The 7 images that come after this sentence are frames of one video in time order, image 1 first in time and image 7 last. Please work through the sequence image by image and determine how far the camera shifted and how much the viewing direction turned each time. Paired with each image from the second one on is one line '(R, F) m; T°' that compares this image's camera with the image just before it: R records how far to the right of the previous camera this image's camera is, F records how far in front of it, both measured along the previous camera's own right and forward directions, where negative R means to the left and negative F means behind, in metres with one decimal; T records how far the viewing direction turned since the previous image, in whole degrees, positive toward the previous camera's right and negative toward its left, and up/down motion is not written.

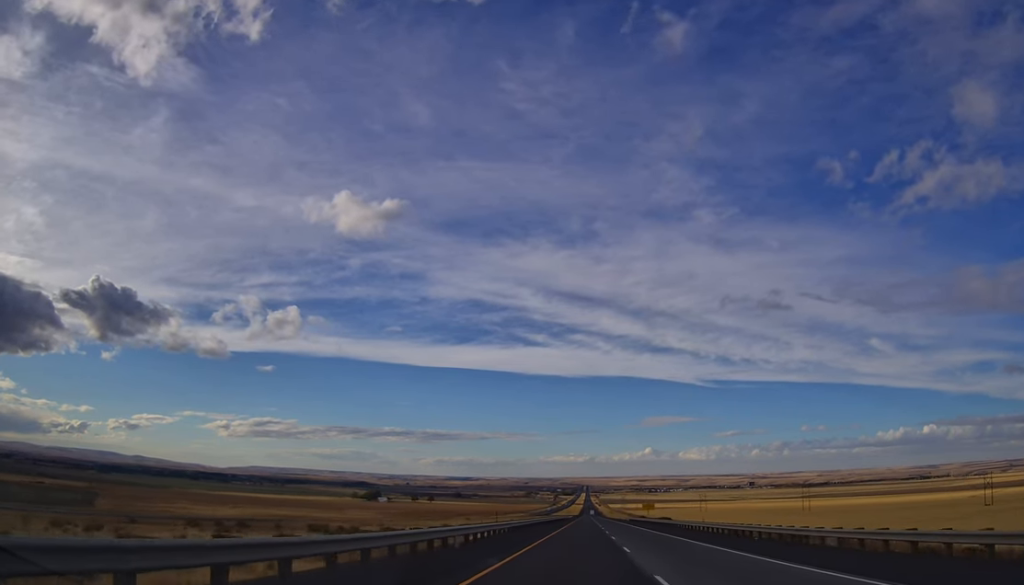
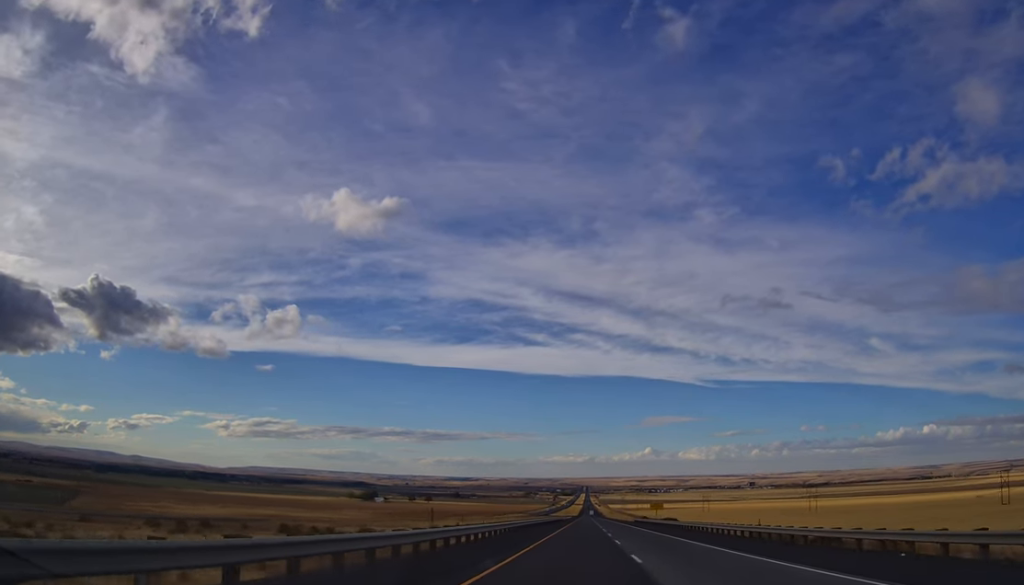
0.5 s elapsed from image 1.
(-0.4, +16.8) m; 0°
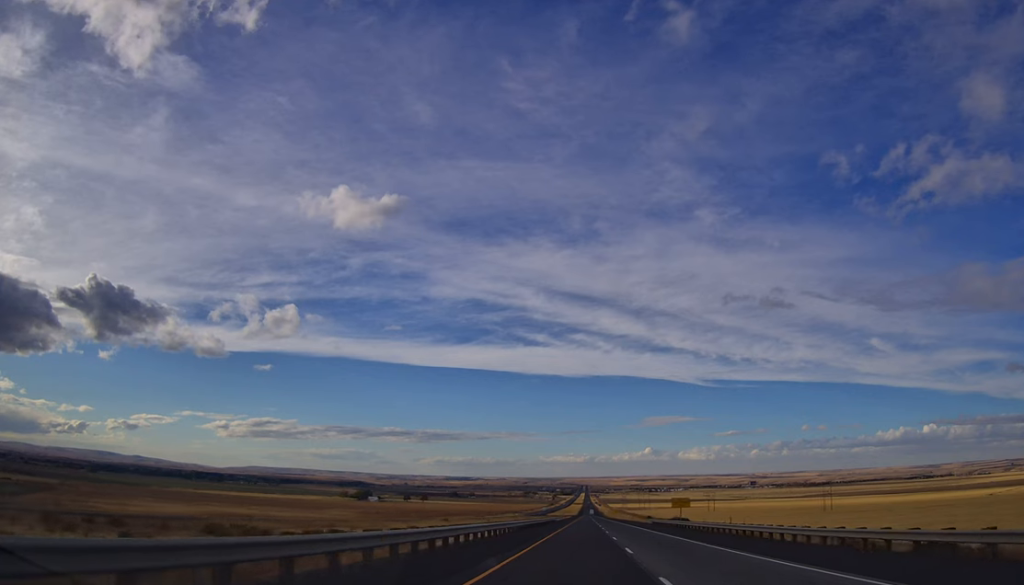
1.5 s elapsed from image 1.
(+0.2, +32.6) m; +1°
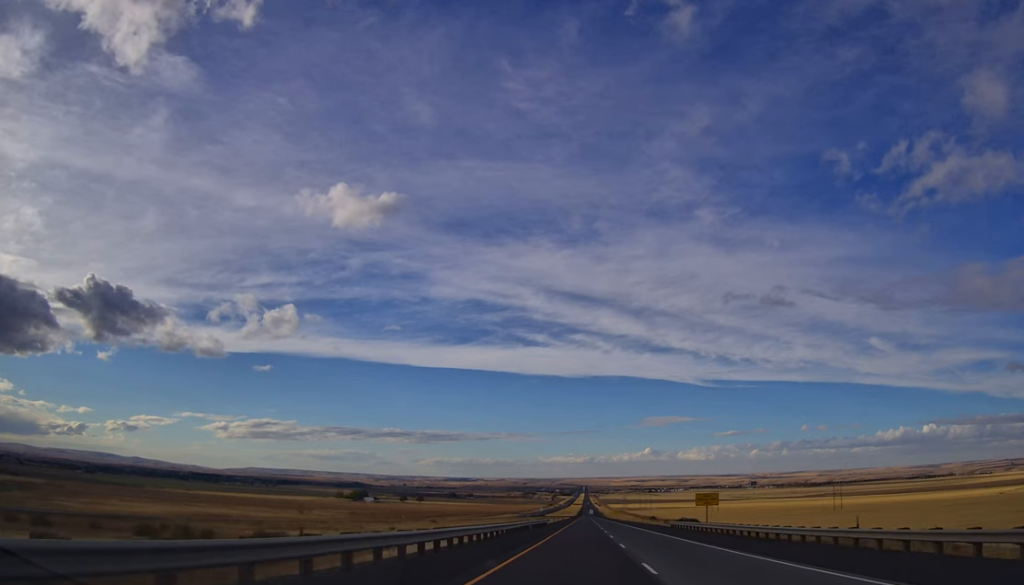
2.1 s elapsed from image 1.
(+0.1, +20.2) m; 0°
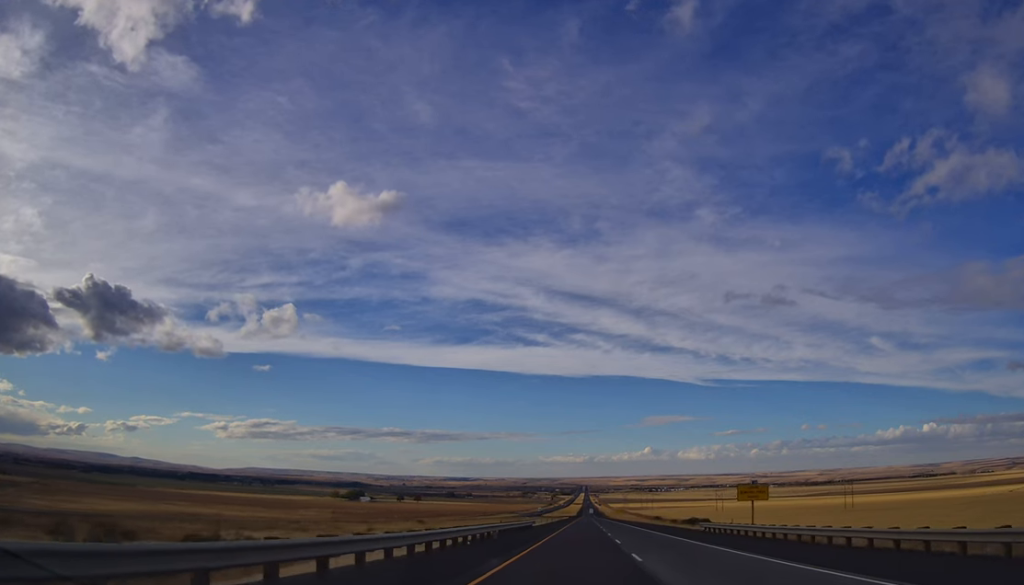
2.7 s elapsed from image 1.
(0.0, +20.2) m; 0°
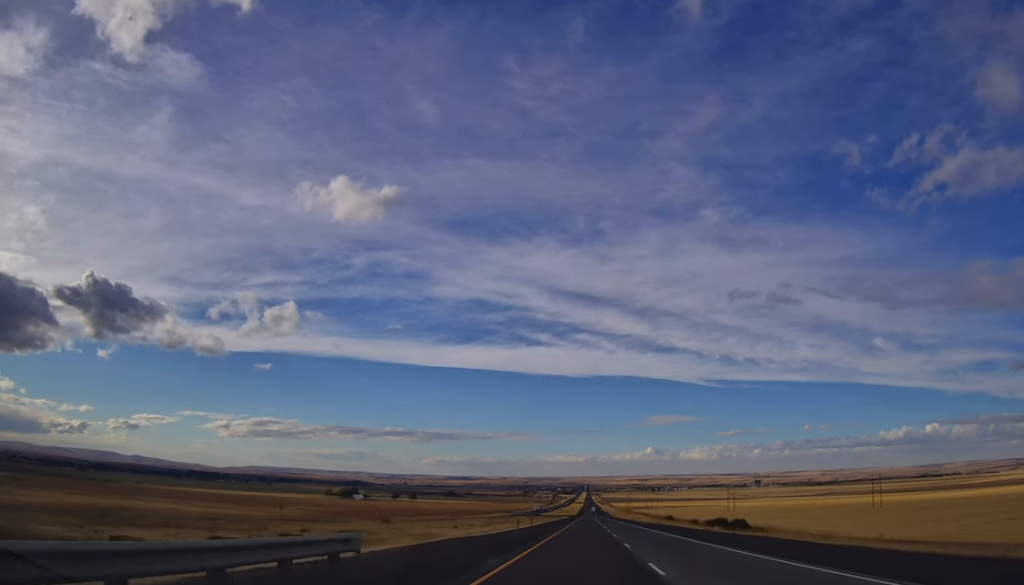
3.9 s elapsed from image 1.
(-0.2, +41.6) m; 0°
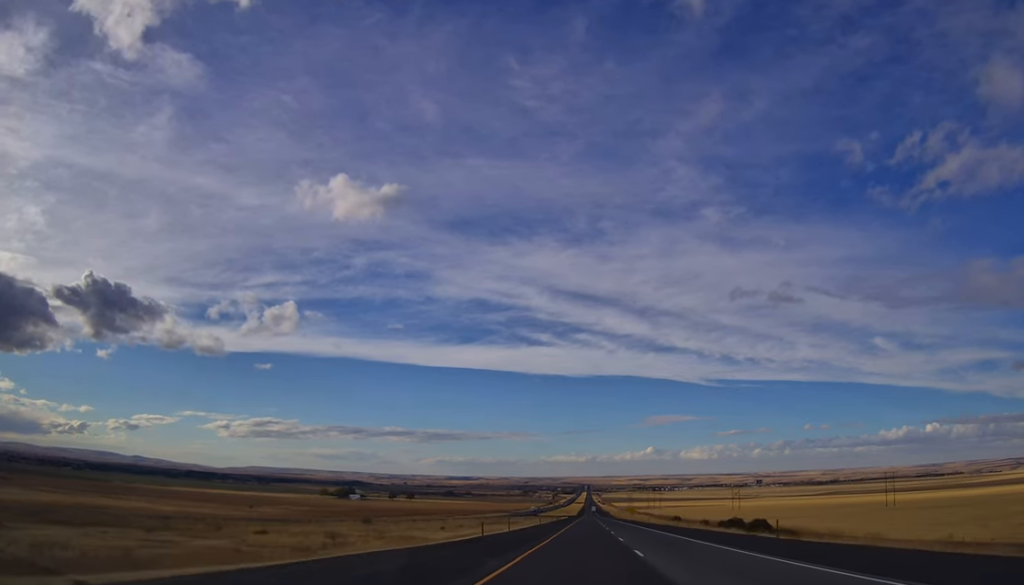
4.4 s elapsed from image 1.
(+0.2, +18.0) m; 0°
